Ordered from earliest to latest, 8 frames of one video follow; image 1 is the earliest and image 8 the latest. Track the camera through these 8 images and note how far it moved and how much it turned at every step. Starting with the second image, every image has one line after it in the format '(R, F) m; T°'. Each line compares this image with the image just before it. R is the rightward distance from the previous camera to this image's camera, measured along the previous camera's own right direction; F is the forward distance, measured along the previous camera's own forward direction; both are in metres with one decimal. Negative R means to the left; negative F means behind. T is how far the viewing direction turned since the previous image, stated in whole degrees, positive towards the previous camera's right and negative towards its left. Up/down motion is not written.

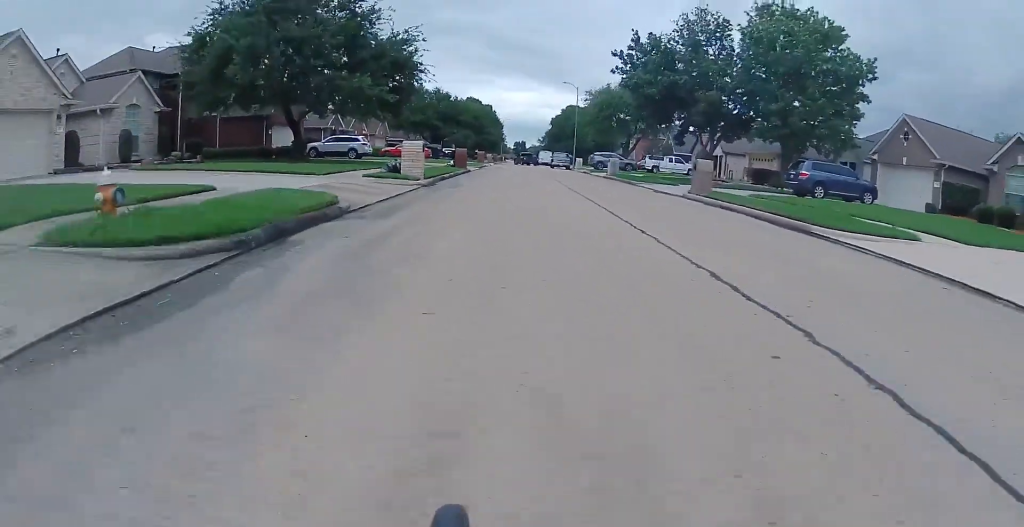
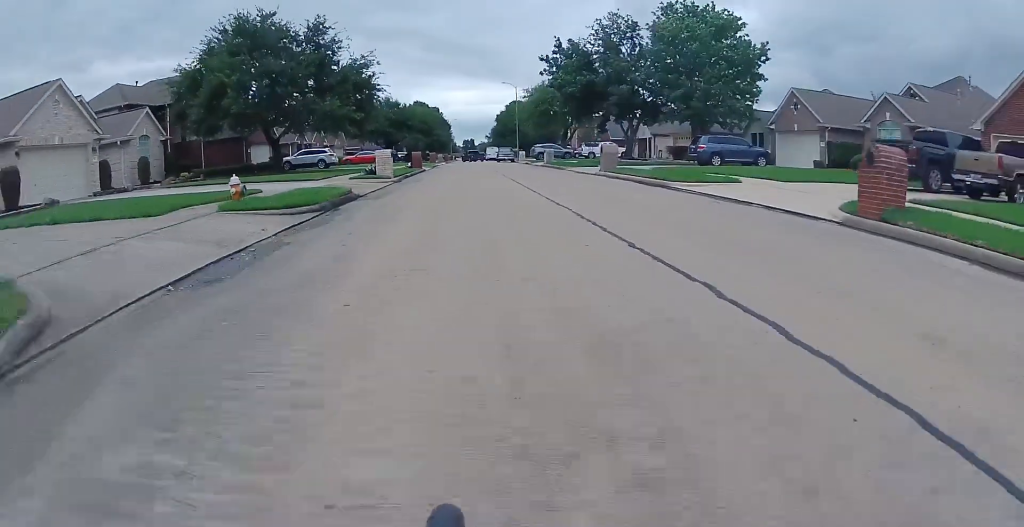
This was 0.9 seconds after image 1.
(0.0, +5.2) m; +1°
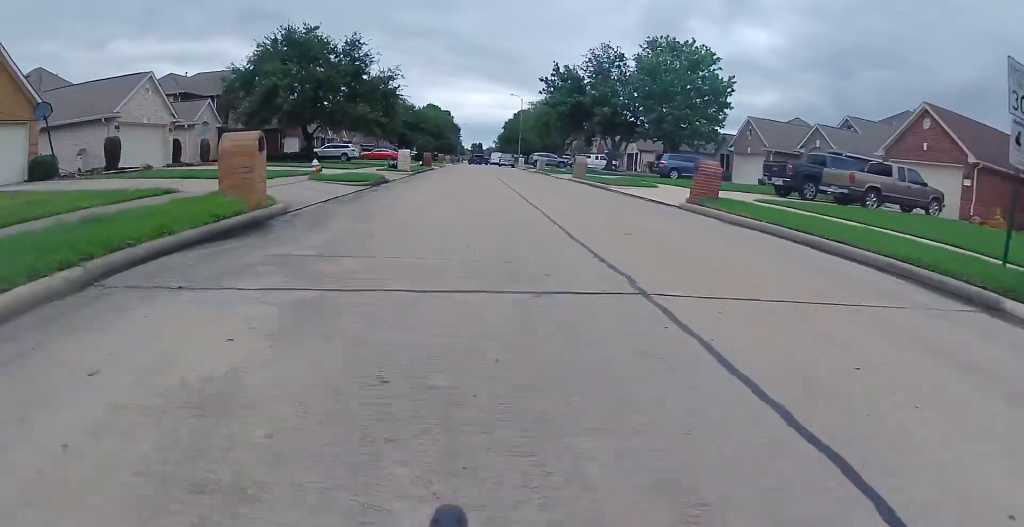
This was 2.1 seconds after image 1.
(+0.2, +7.3) m; +2°
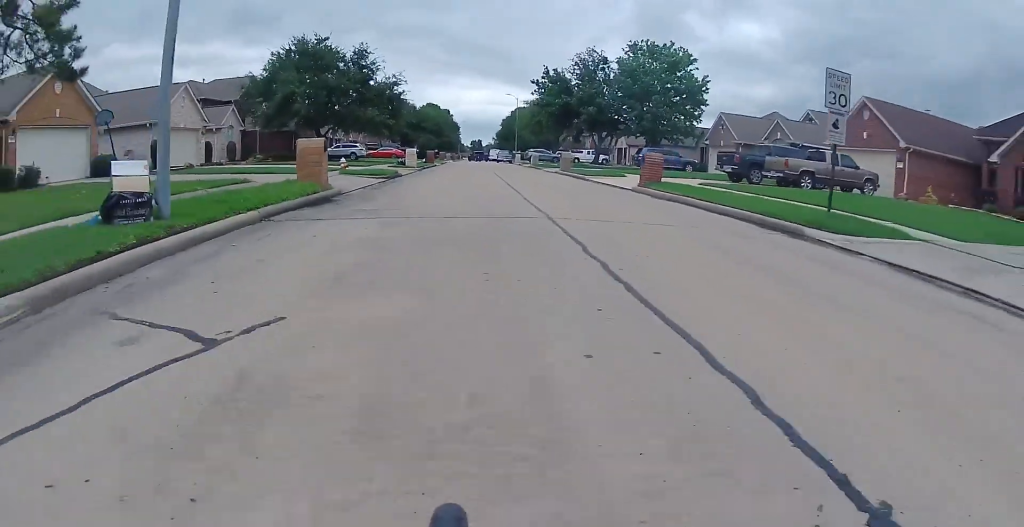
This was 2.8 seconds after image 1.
(+0.1, +5.1) m; -1°
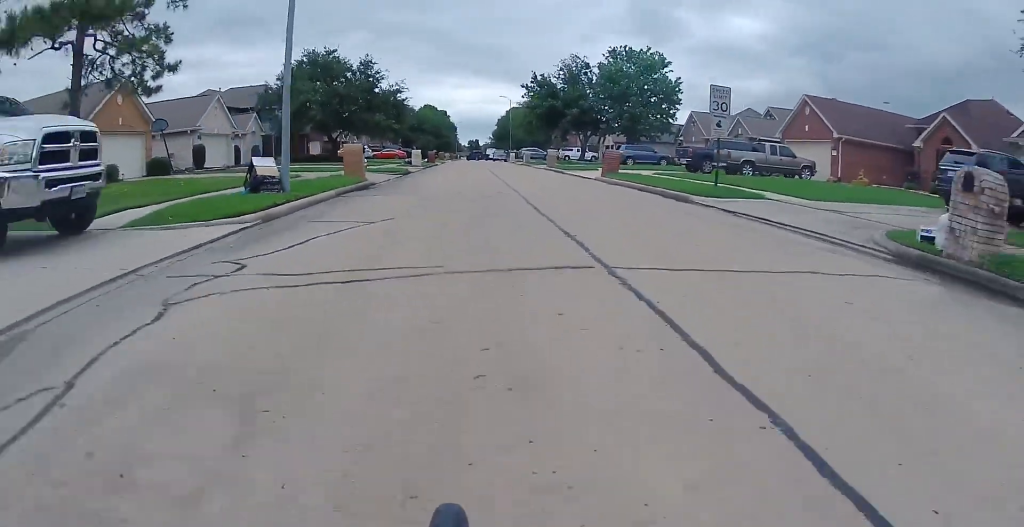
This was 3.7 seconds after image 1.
(-0.2, +5.7) m; -2°
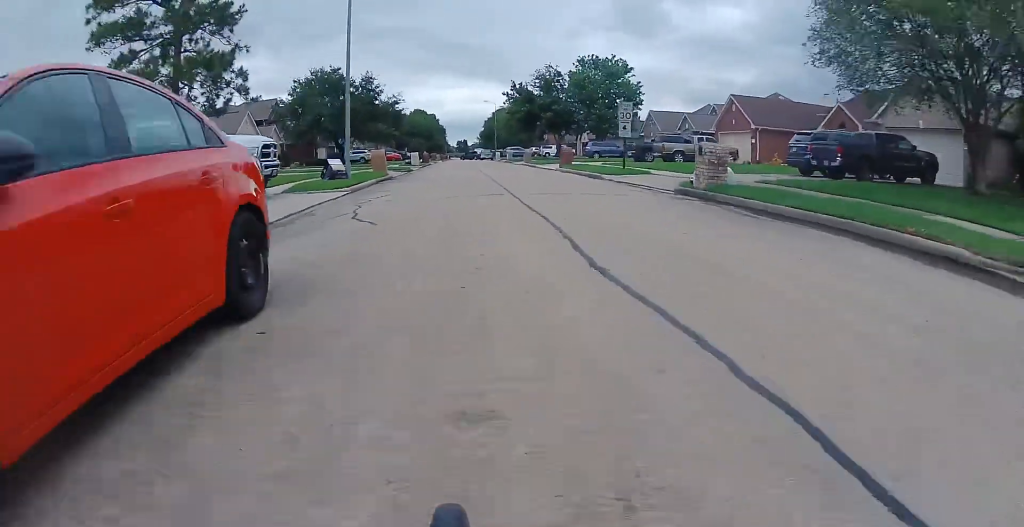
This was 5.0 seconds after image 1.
(-0.1, +8.2) m; -1°
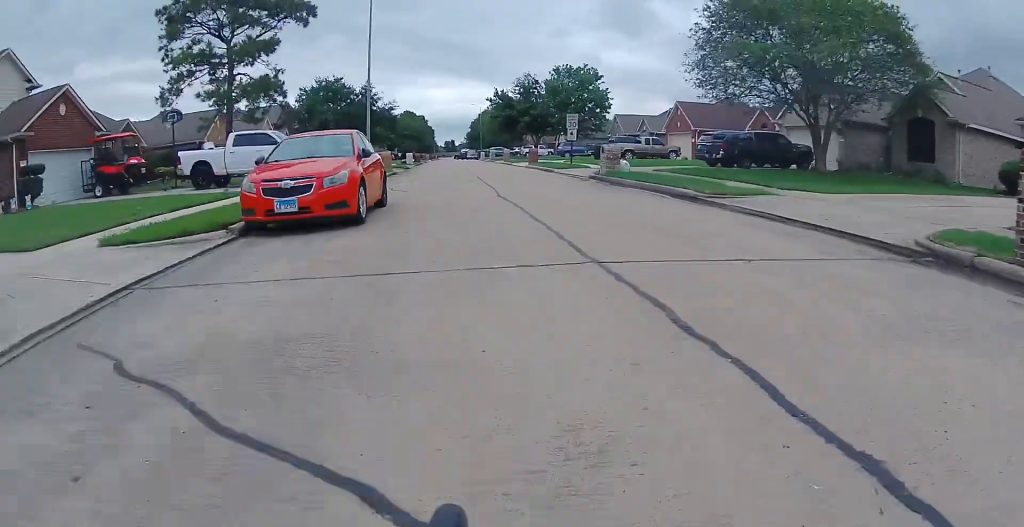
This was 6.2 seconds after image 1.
(0.0, +7.7) m; 0°
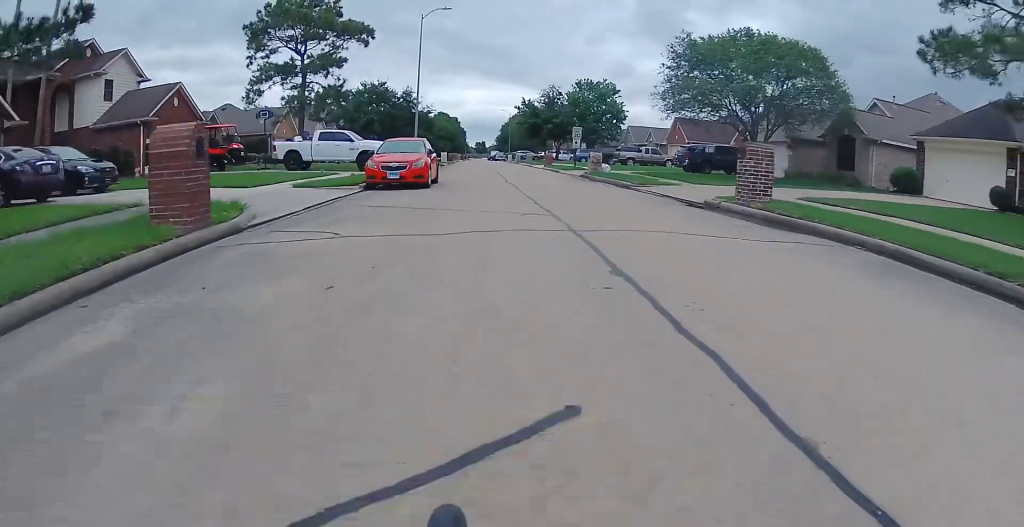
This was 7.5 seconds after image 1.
(0.0, +7.7) m; 0°
